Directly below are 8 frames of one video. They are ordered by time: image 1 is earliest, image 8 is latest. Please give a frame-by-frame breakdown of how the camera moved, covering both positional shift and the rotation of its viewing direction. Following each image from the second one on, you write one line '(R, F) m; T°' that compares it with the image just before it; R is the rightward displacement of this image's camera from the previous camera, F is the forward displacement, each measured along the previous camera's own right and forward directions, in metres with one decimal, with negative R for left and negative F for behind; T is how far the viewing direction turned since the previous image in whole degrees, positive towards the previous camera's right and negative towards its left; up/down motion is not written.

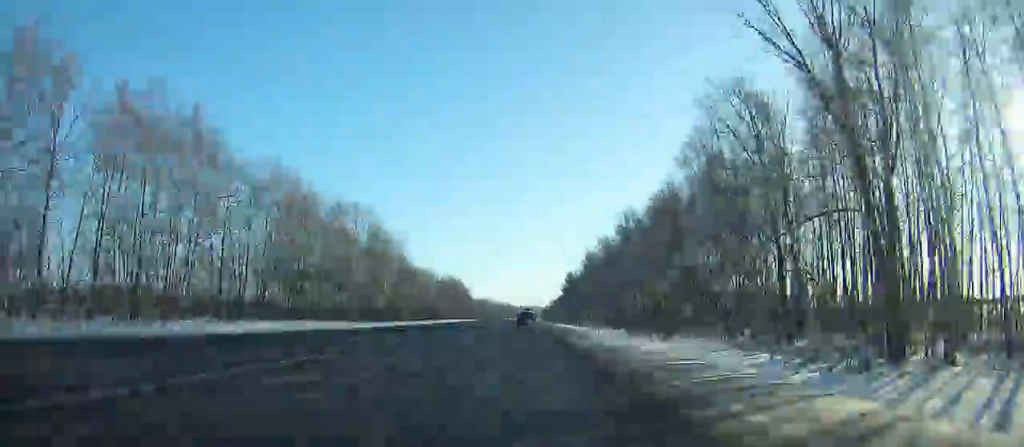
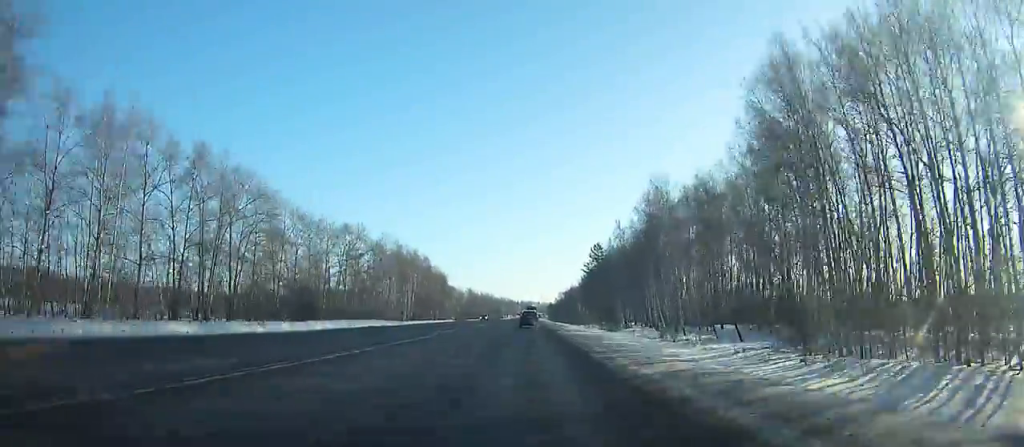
(-0.4, +103.6) m; 0°
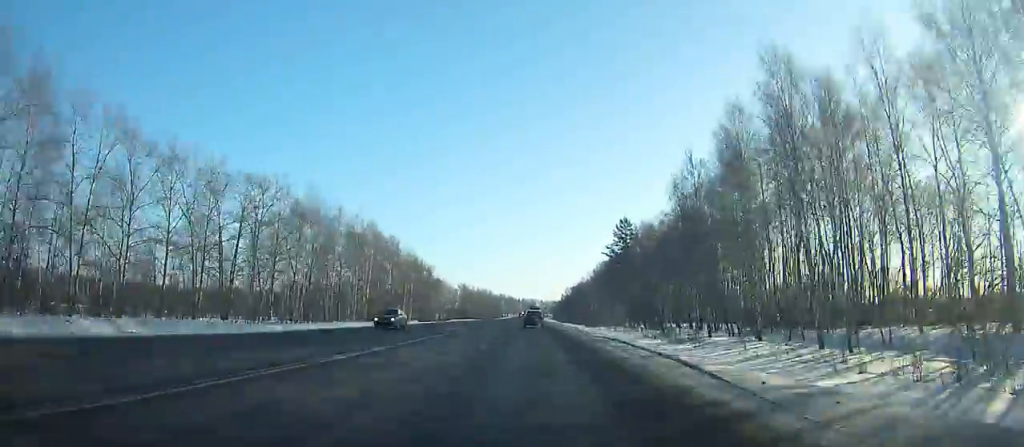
(0.0, +47.0) m; 0°
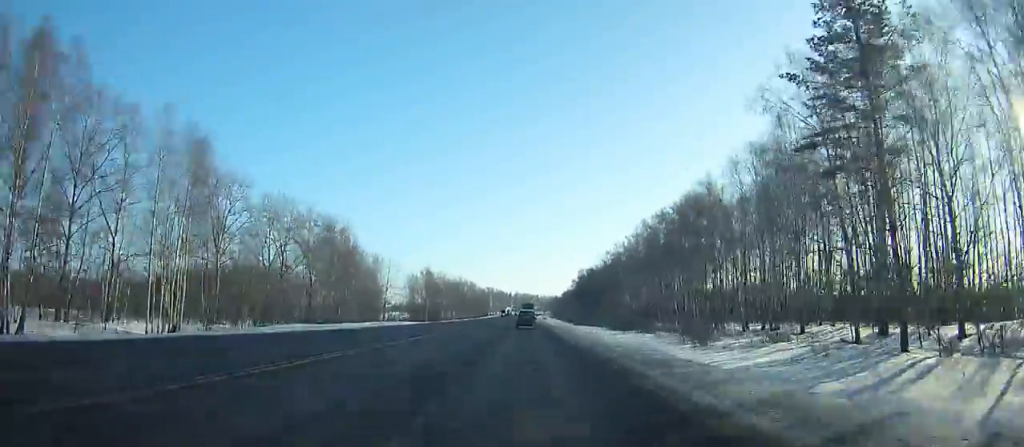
(+0.4, +98.9) m; 0°
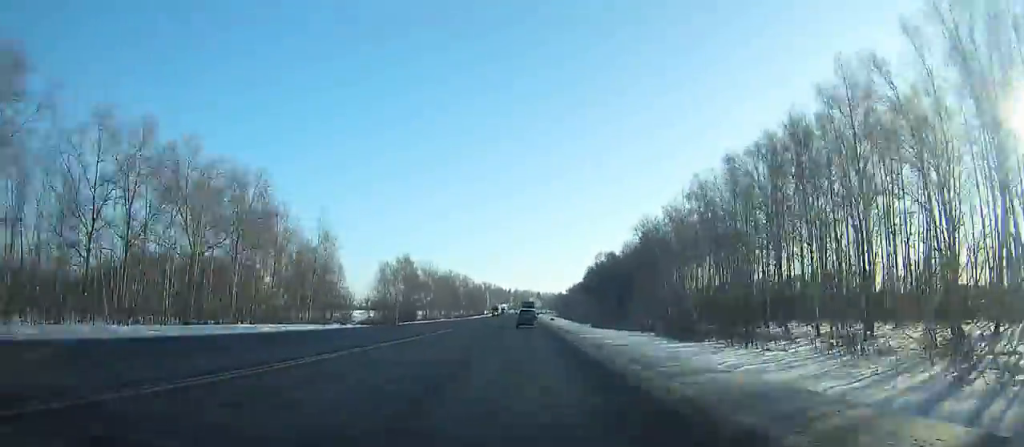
(0.0, +41.9) m; 0°
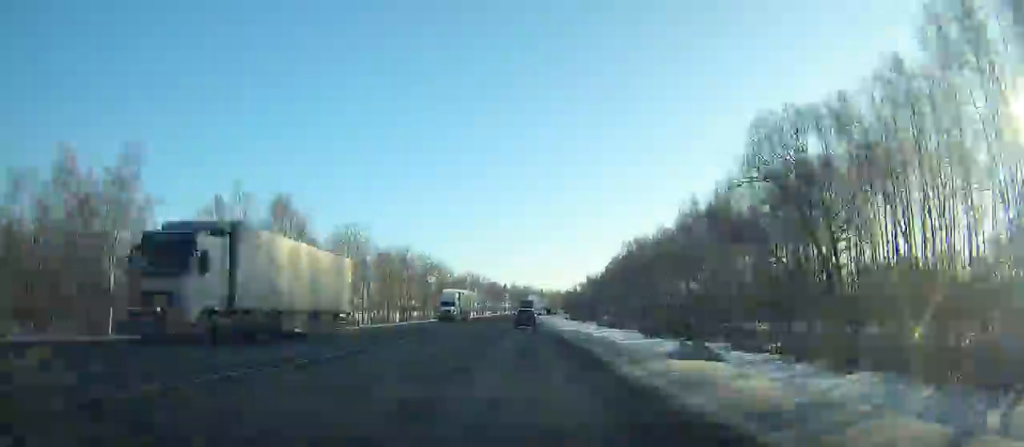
(0.0, +98.0) m; 0°
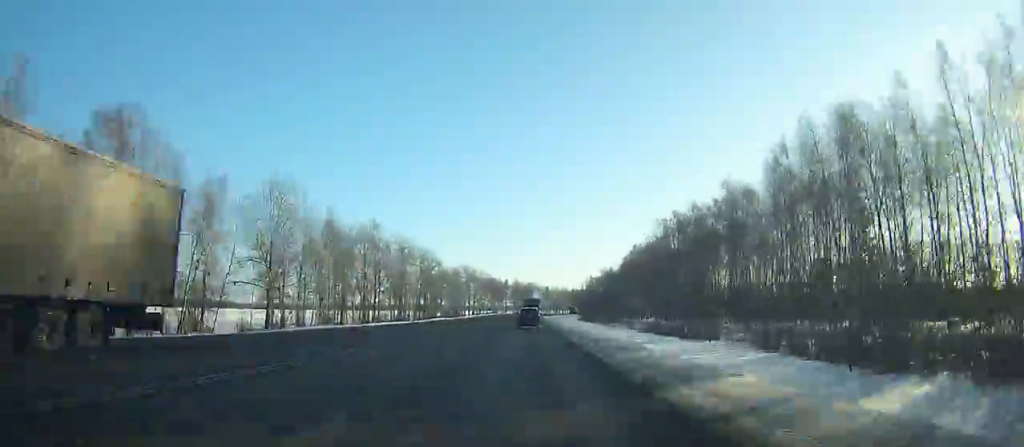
(+0.1, +41.2) m; 0°
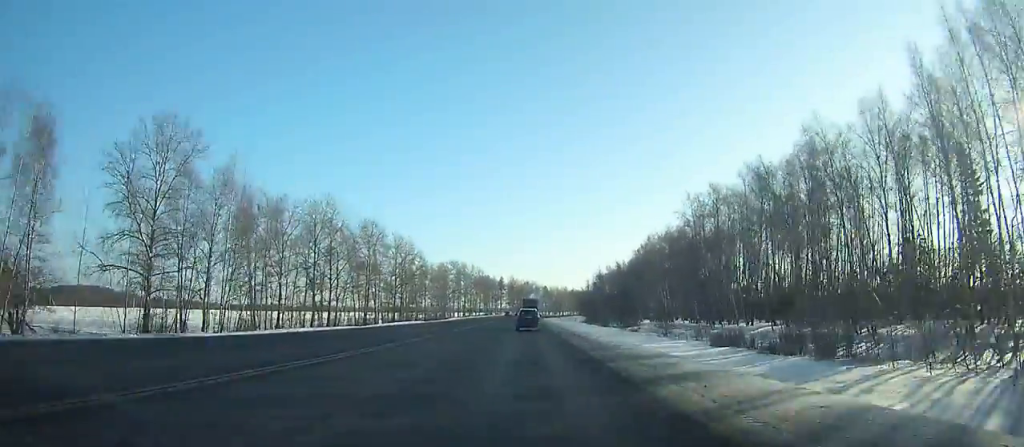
(+0.1, +29.1) m; 0°
